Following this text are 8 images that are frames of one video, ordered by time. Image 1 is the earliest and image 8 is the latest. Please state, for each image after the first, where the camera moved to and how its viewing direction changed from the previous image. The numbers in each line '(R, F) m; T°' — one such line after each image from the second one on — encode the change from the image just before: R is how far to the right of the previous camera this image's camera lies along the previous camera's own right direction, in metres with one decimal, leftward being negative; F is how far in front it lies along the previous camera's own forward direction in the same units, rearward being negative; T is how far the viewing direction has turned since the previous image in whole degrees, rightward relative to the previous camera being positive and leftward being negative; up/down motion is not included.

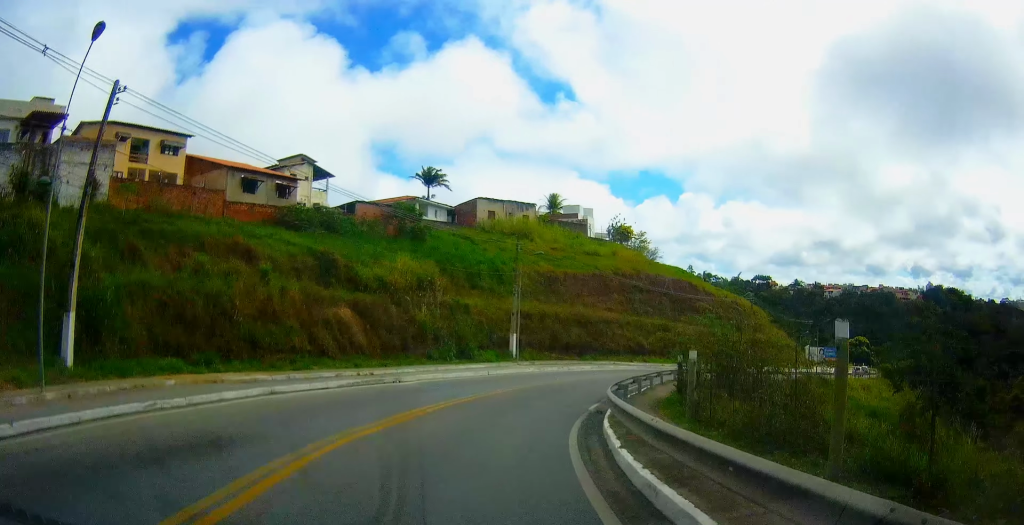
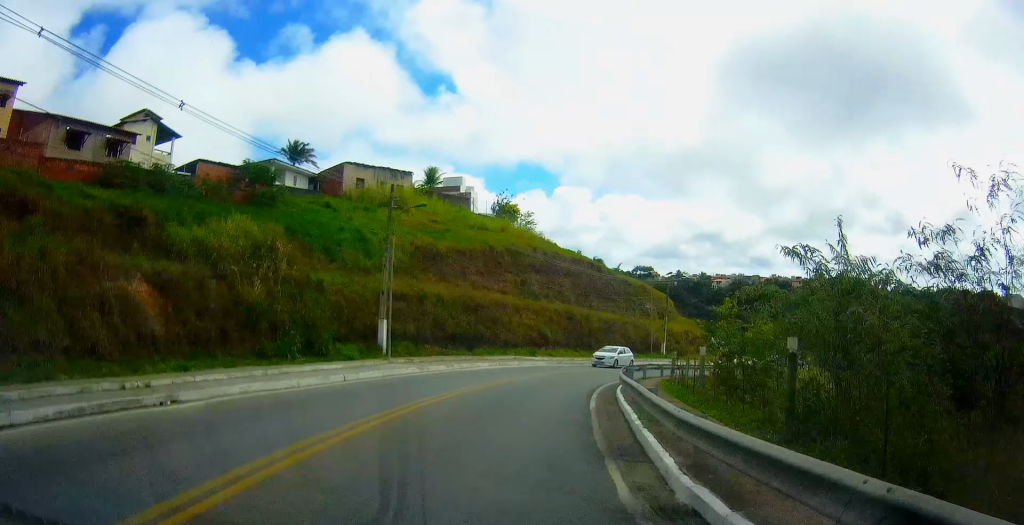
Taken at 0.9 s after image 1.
(+1.2, +11.9) m; +10°
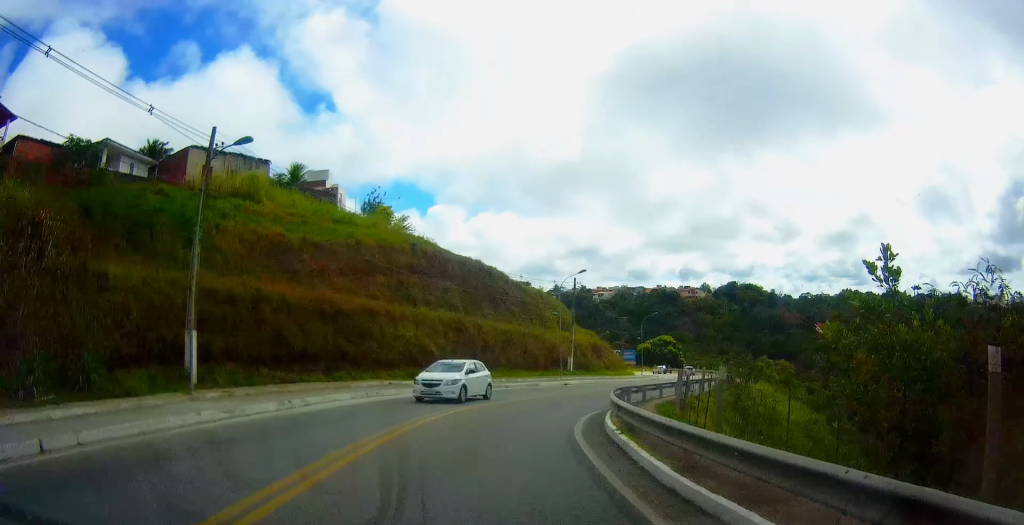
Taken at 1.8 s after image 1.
(+0.9, +11.4) m; +10°
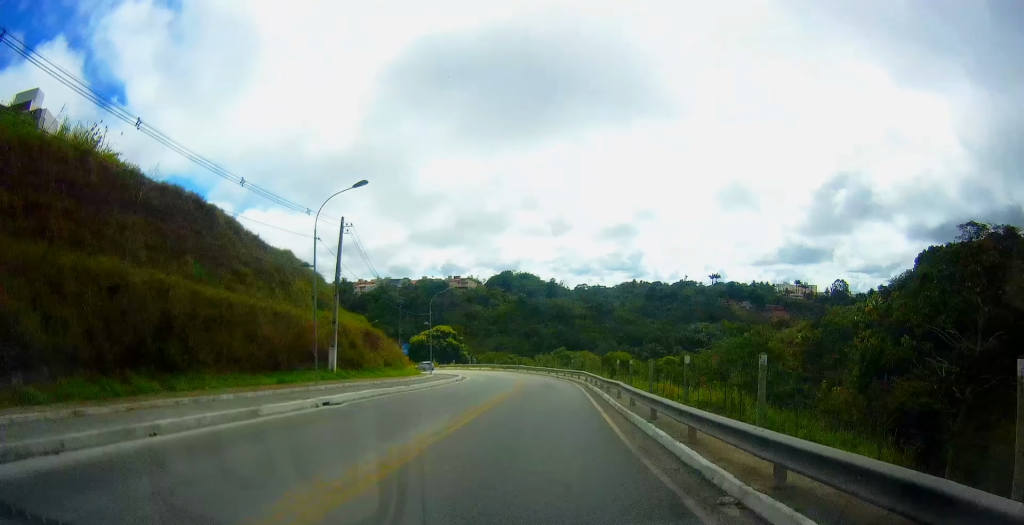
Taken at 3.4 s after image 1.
(+4.2, +20.1) m; +23°
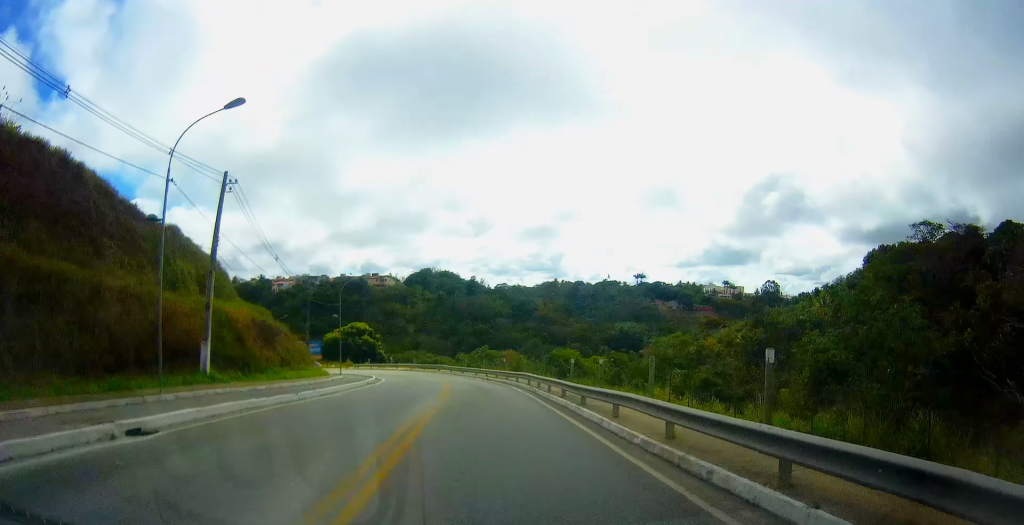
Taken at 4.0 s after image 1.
(+0.3, +7.9) m; +2°
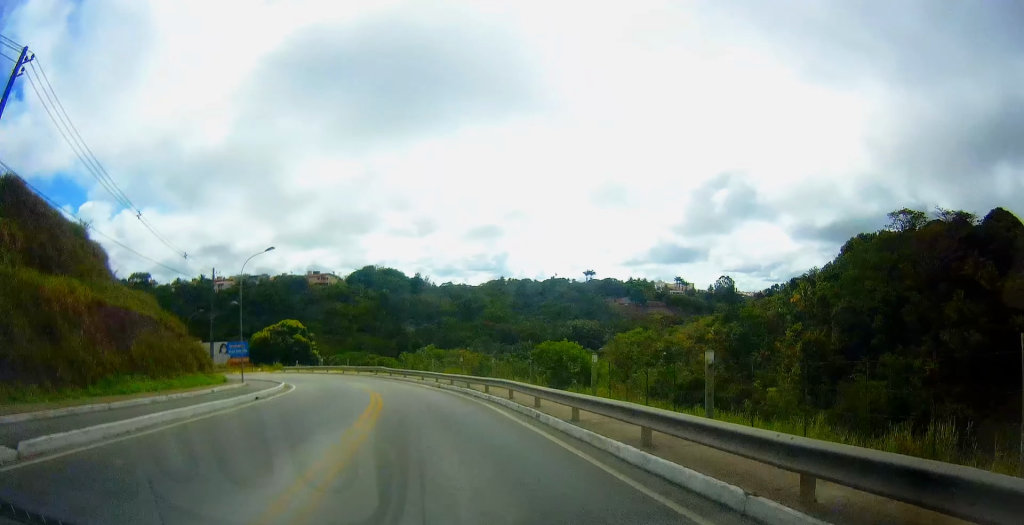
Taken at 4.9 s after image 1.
(+0.2, +12.9) m; +2°
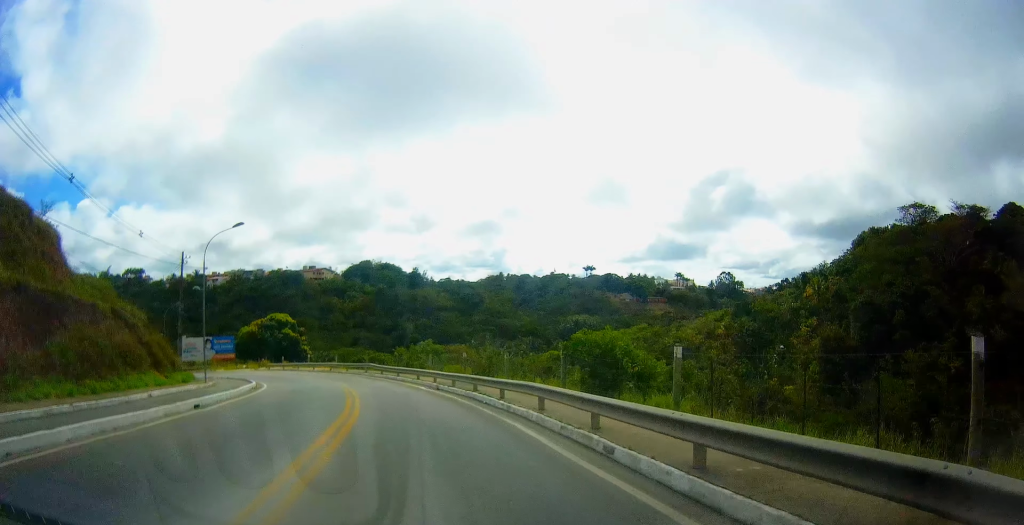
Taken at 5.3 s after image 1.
(+0.1, +6.1) m; 0°
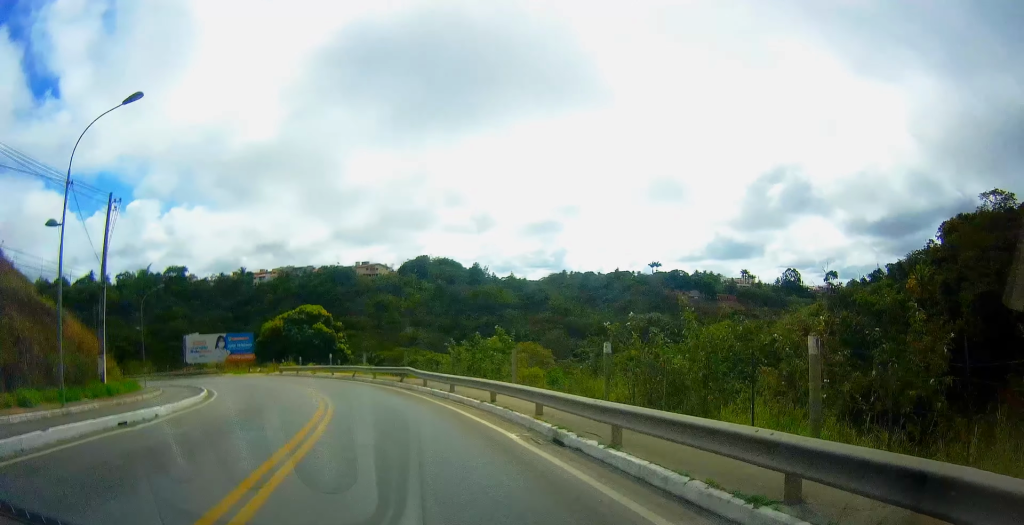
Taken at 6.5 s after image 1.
(0.0, +17.5) m; -5°
